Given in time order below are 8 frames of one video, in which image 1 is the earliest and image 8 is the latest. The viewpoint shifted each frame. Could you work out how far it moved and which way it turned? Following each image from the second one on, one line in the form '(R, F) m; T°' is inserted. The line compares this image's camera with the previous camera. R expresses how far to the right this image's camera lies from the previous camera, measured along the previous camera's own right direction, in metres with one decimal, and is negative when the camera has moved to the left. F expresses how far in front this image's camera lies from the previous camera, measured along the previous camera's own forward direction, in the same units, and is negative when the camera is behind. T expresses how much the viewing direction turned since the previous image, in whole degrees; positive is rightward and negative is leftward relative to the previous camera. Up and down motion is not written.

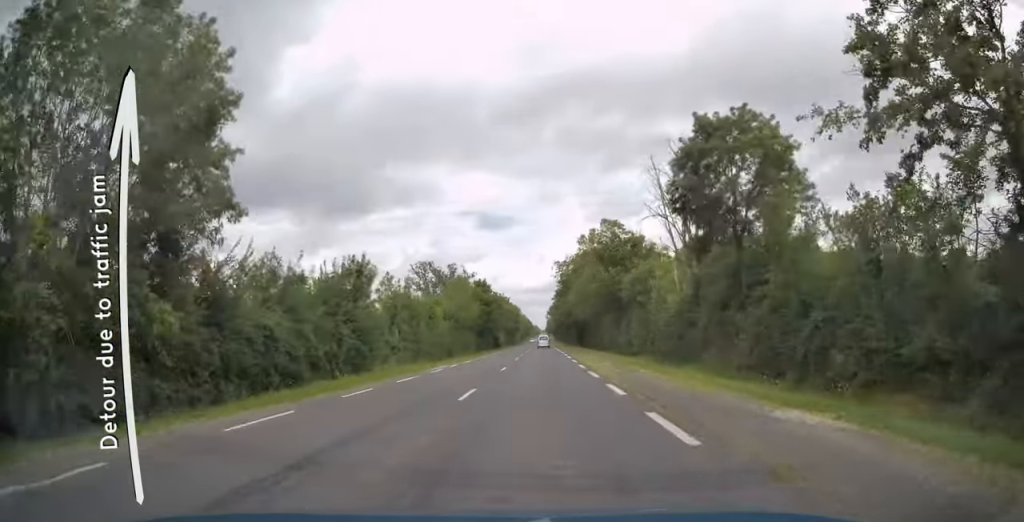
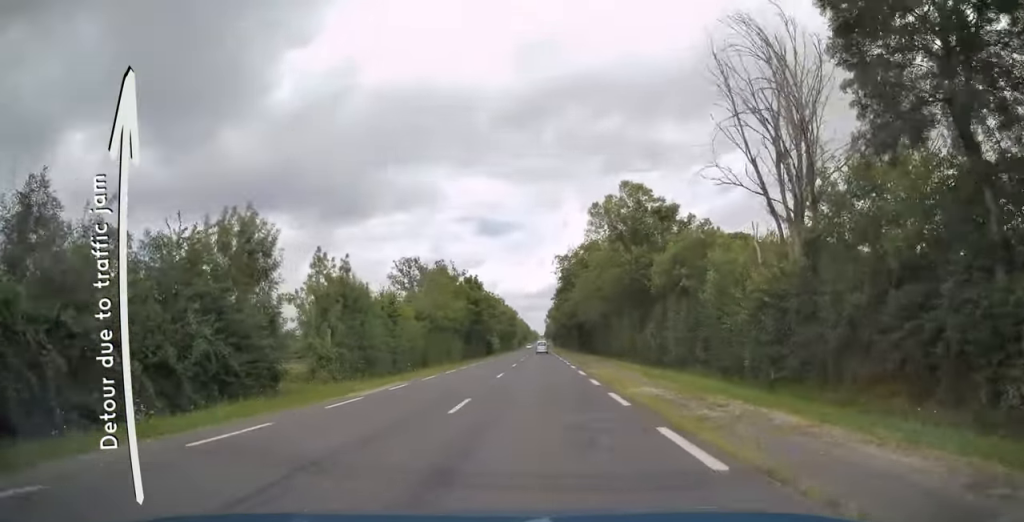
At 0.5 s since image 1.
(+0.1, +14.0) m; 0°
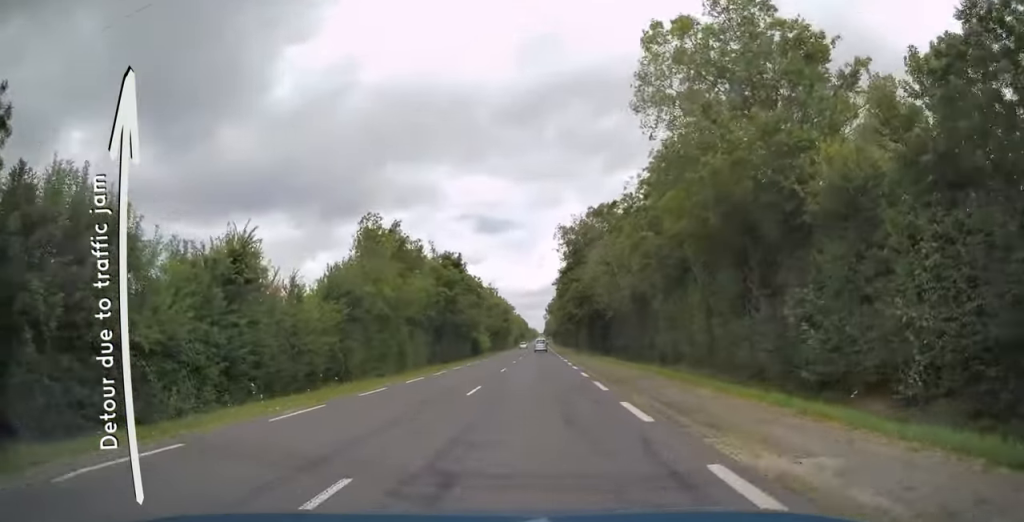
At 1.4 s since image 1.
(0.0, +22.5) m; 0°
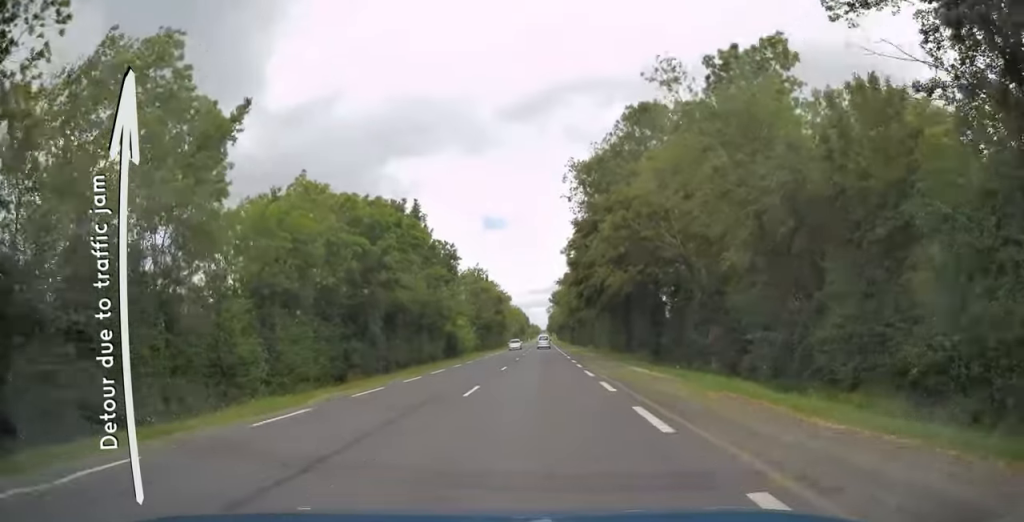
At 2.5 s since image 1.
(-0.1, +27.1) m; 0°
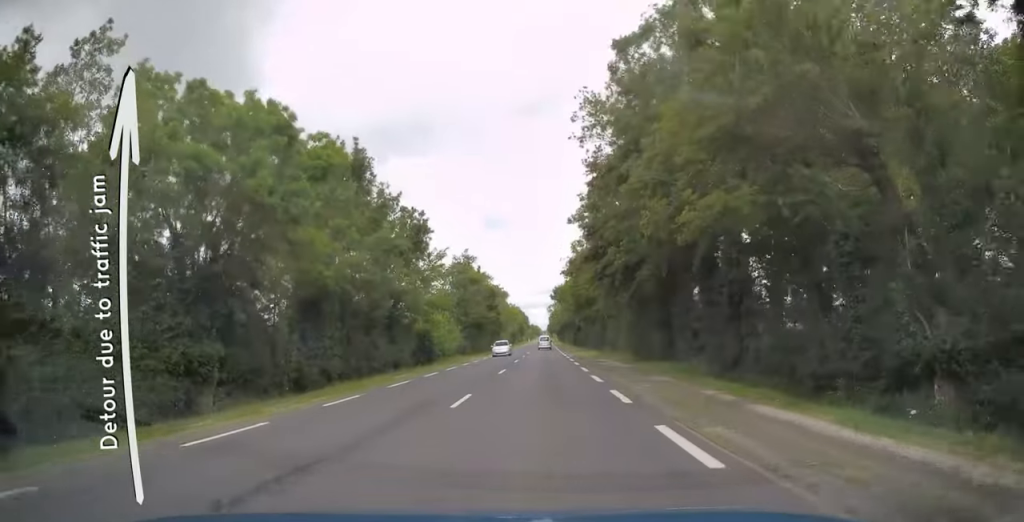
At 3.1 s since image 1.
(0.0, +15.2) m; 0°
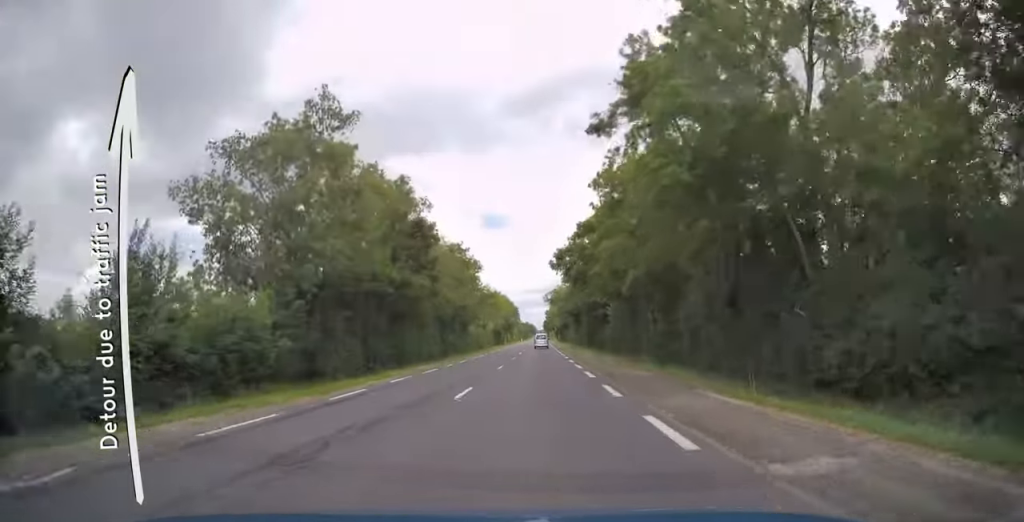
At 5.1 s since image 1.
(+0.1, +50.8) m; 0°
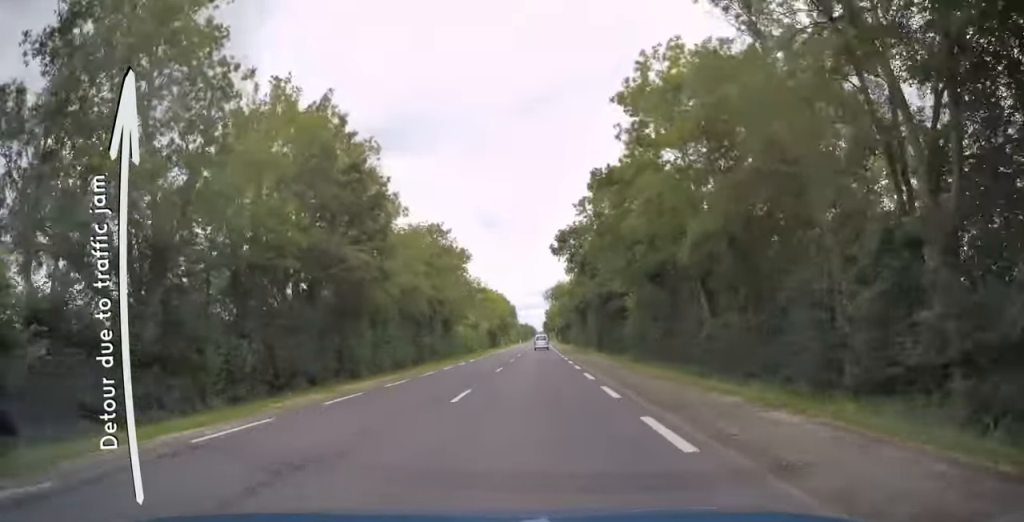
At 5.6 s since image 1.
(+0.1, +13.1) m; 0°
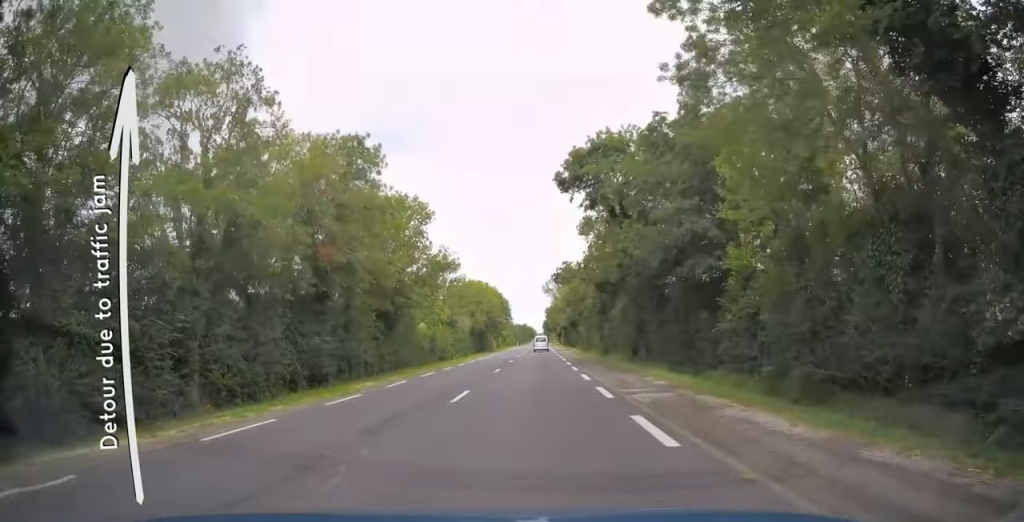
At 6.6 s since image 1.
(0.0, +25.4) m; 0°
